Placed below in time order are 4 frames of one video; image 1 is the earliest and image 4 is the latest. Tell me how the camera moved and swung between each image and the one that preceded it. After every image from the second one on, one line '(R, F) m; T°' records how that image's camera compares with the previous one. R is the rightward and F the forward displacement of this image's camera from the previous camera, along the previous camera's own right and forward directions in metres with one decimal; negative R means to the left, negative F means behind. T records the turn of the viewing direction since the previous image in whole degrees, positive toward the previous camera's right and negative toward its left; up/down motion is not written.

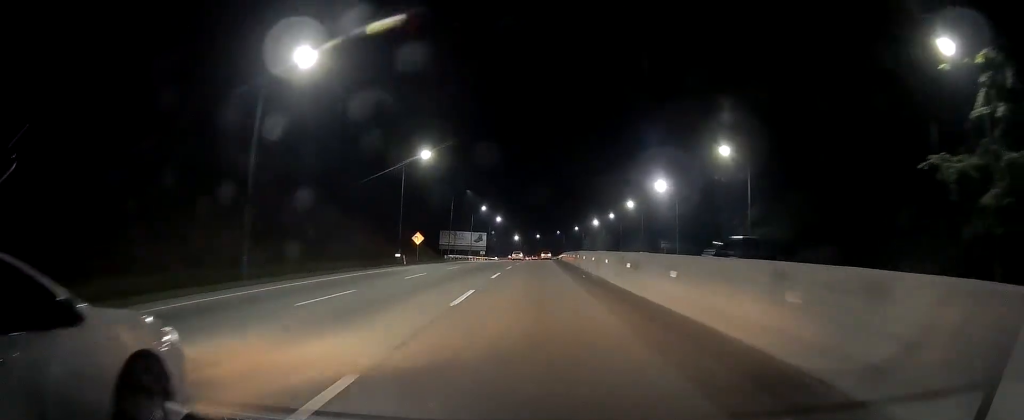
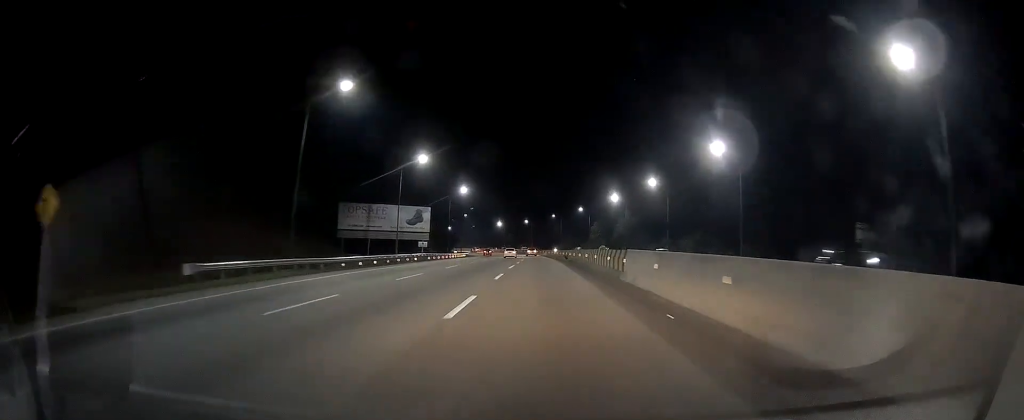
(-0.6, +63.1) m; -1°
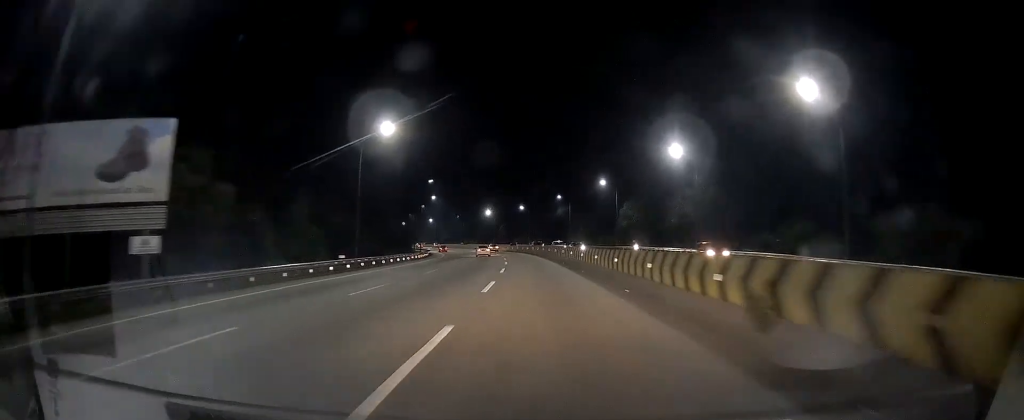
(+1.9, +54.2) m; +2°
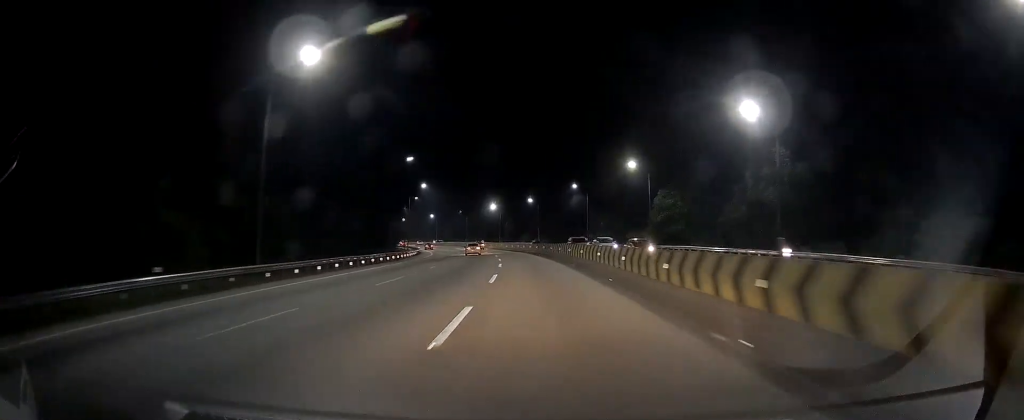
(-0.1, +21.3) m; -2°
